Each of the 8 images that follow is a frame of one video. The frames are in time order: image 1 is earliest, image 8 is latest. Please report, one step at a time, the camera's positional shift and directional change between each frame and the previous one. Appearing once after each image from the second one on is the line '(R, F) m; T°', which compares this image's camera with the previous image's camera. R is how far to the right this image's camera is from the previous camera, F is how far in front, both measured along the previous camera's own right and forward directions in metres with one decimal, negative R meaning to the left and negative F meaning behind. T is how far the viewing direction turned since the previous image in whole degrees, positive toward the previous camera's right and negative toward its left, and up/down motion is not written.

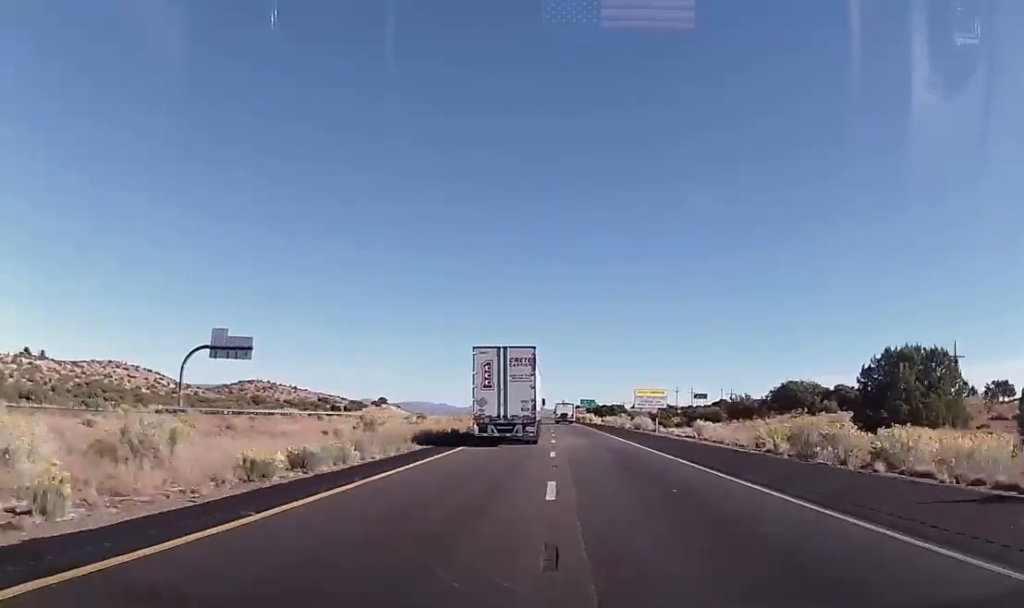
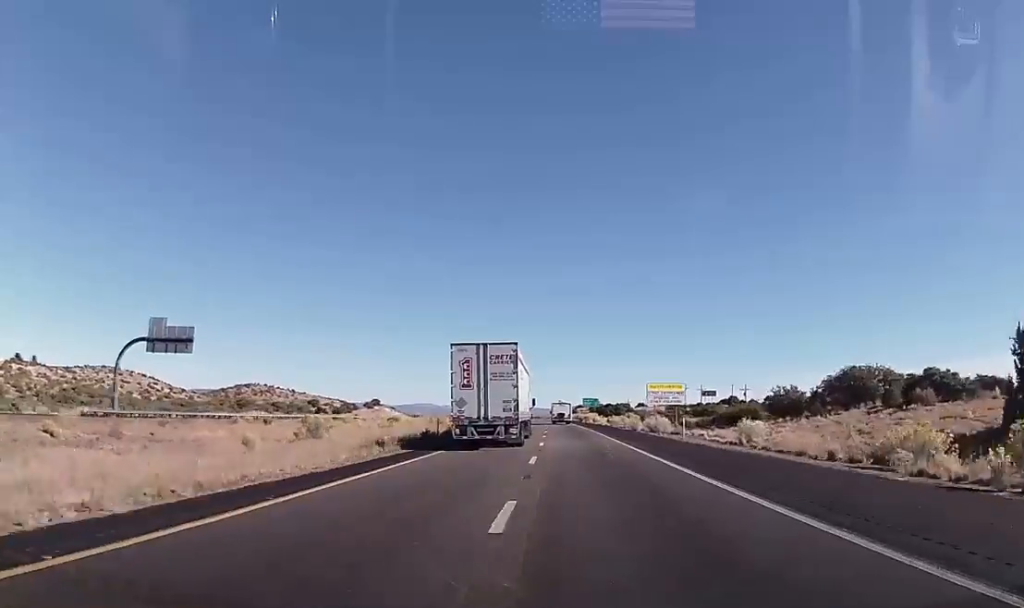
(0.0, +14.4) m; 0°
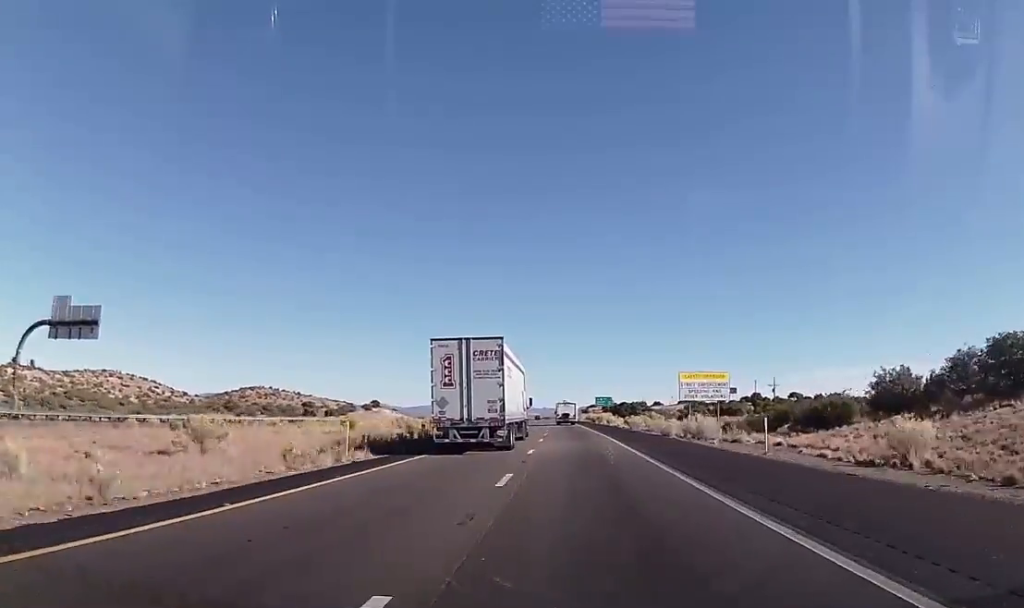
(-0.4, +18.9) m; 0°
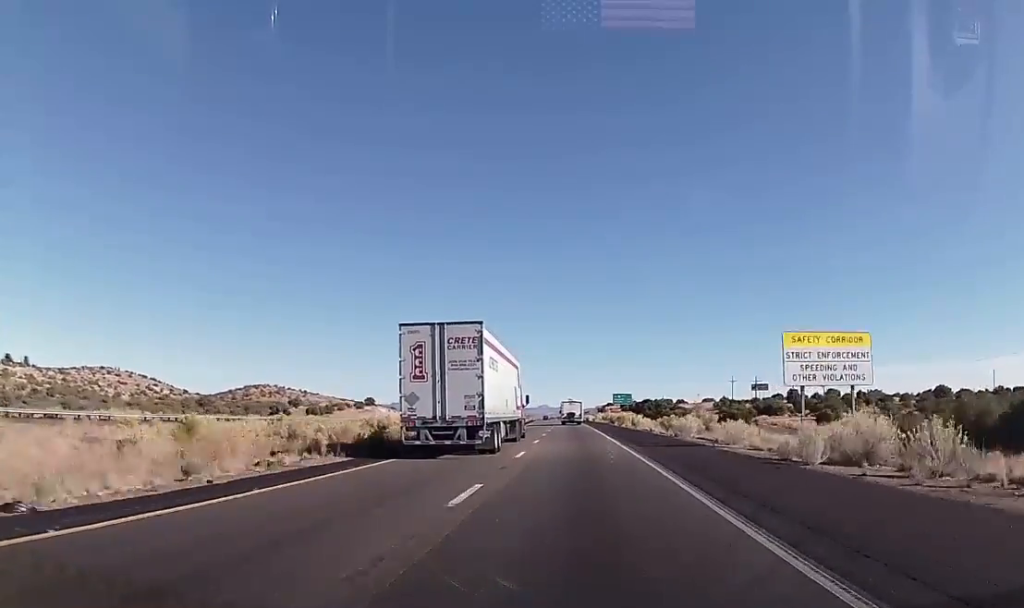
(+0.1, +28.1) m; 0°
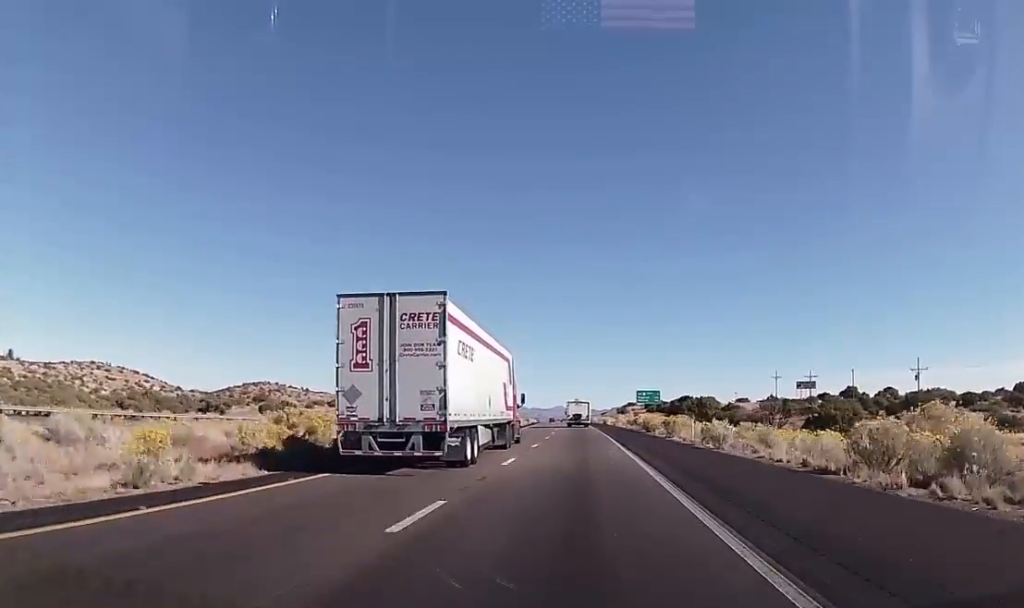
(-0.3, +40.8) m; -2°
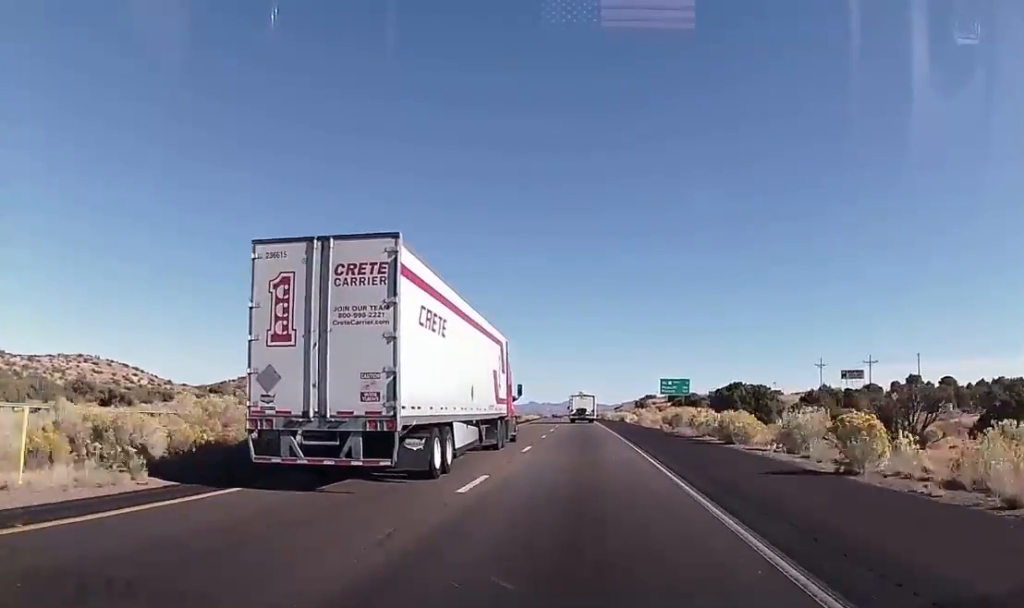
(-0.4, +33.0) m; -1°
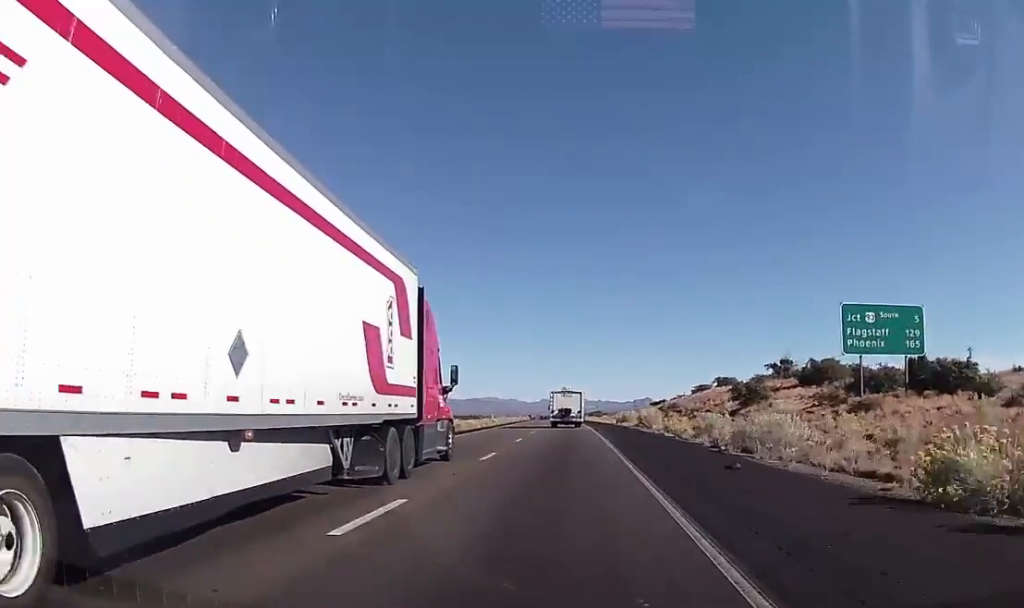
(-1.6, +91.5) m; -1°
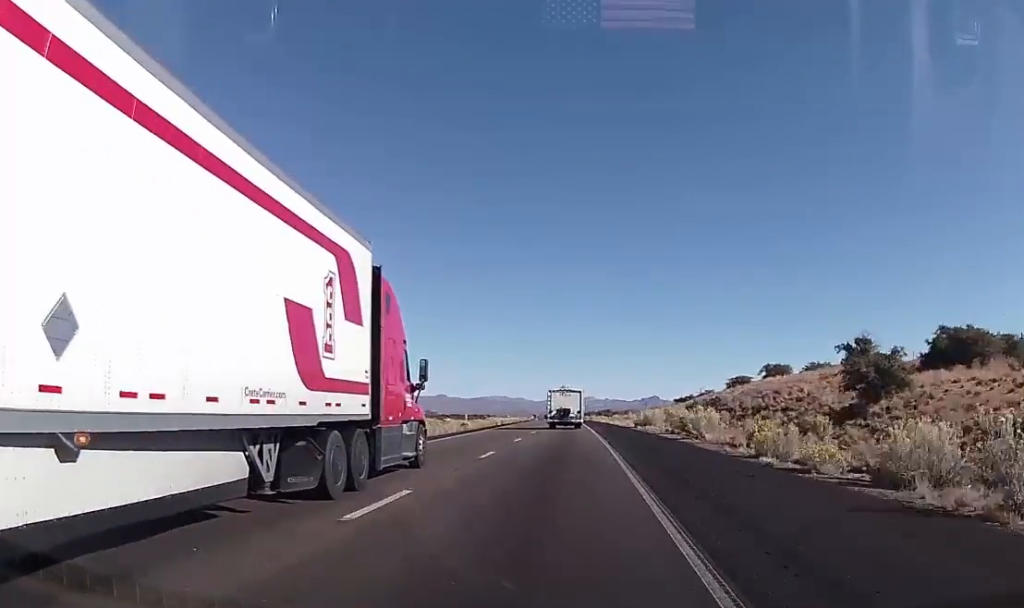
(+0.3, +24.2) m; 0°
